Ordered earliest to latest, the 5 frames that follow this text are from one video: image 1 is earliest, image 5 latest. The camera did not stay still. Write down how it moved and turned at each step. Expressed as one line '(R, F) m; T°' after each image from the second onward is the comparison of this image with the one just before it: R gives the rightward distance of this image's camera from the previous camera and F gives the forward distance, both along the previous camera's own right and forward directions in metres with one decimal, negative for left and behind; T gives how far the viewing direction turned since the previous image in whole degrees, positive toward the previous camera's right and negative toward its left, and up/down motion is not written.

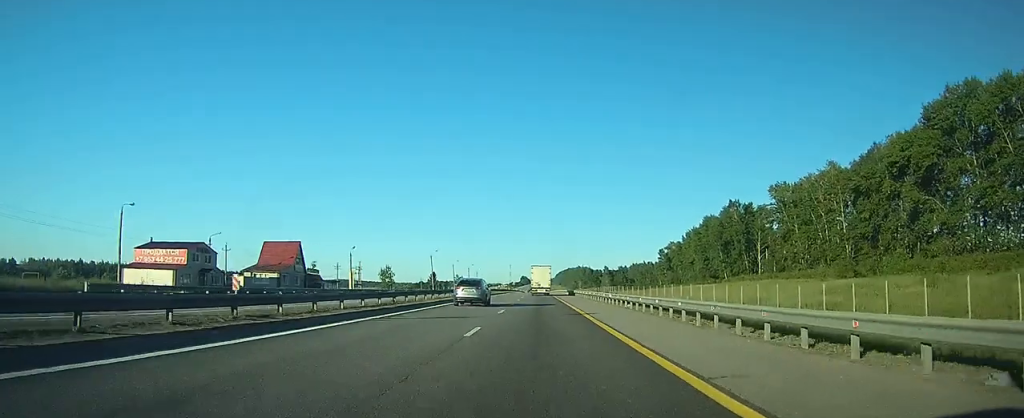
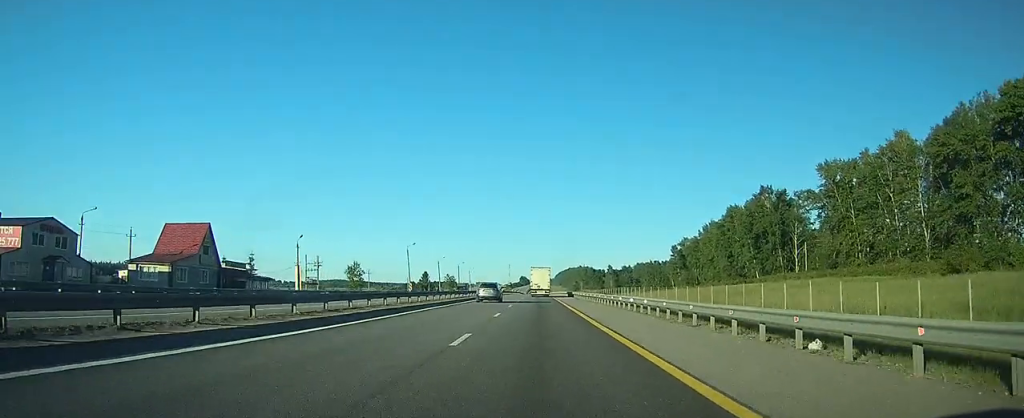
(-0.2, +25.5) m; 0°
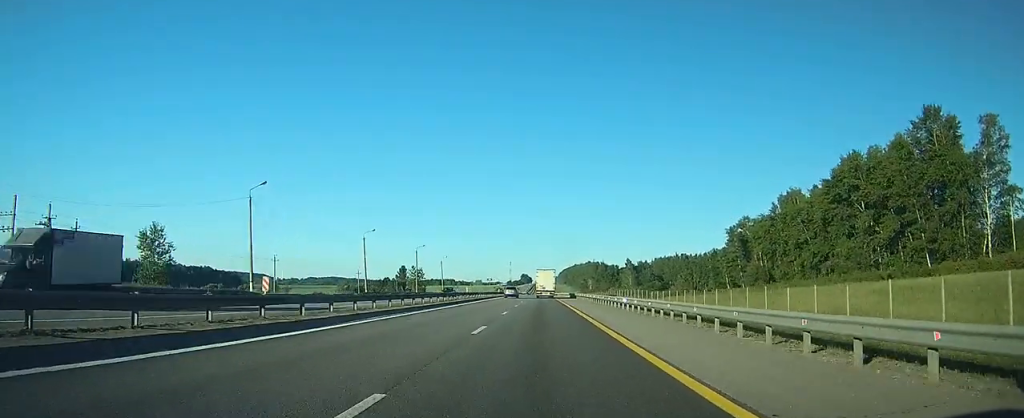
(+0.2, +67.7) m; 0°
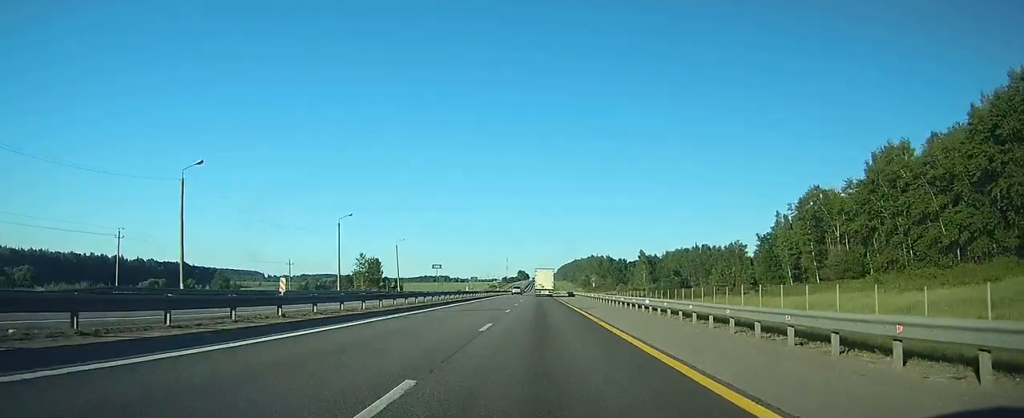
(-0.2, +46.6) m; -1°
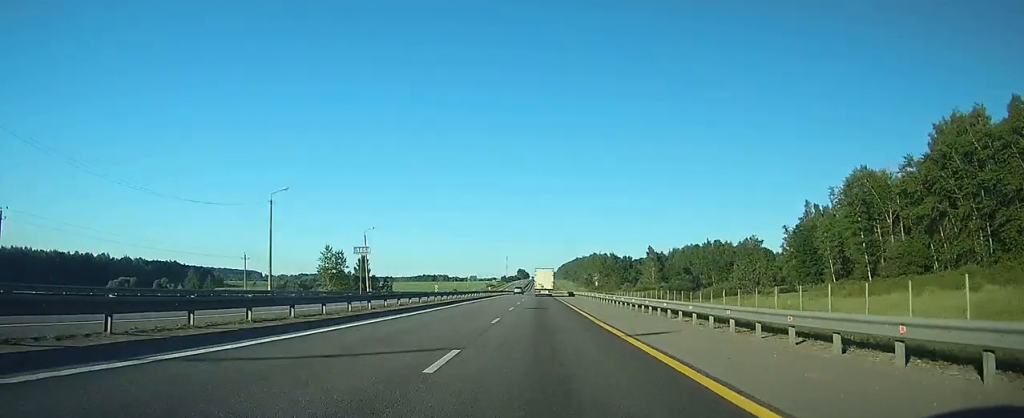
(-0.1, +20.0) m; 0°
